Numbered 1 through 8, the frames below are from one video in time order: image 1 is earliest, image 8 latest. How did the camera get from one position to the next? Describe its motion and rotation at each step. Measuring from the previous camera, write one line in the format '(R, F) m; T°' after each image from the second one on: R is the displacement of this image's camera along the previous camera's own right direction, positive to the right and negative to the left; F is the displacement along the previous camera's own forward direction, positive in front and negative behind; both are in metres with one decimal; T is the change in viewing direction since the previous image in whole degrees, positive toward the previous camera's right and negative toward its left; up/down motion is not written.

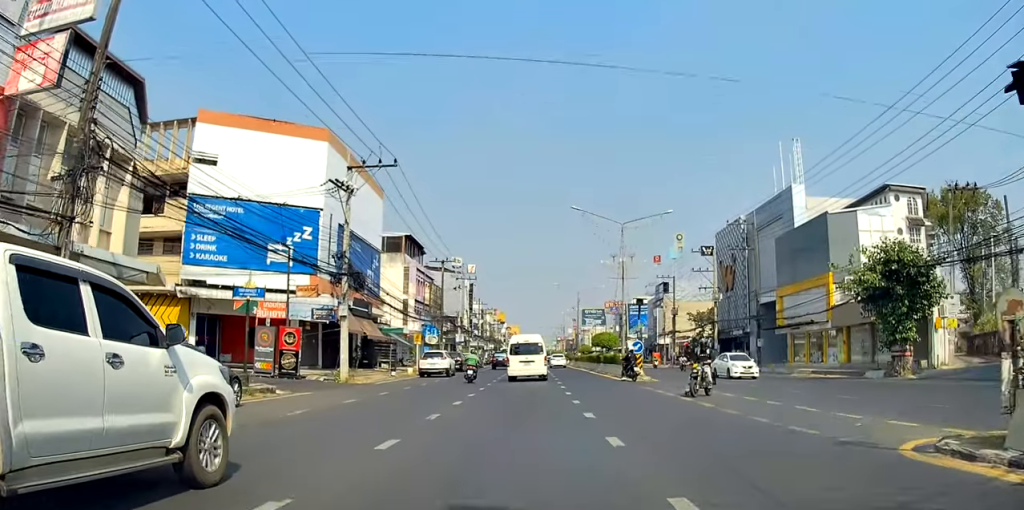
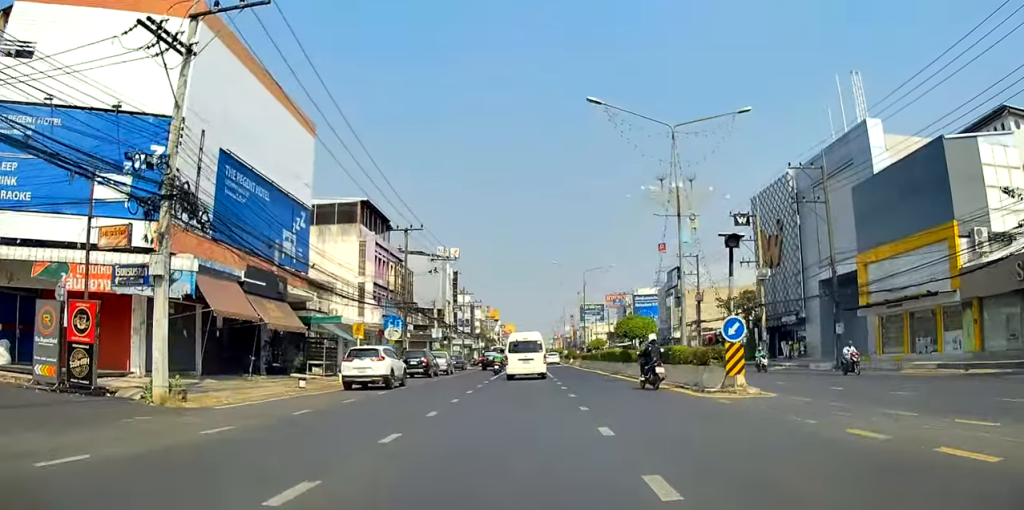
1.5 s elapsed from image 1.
(-0.3, +16.3) m; 0°
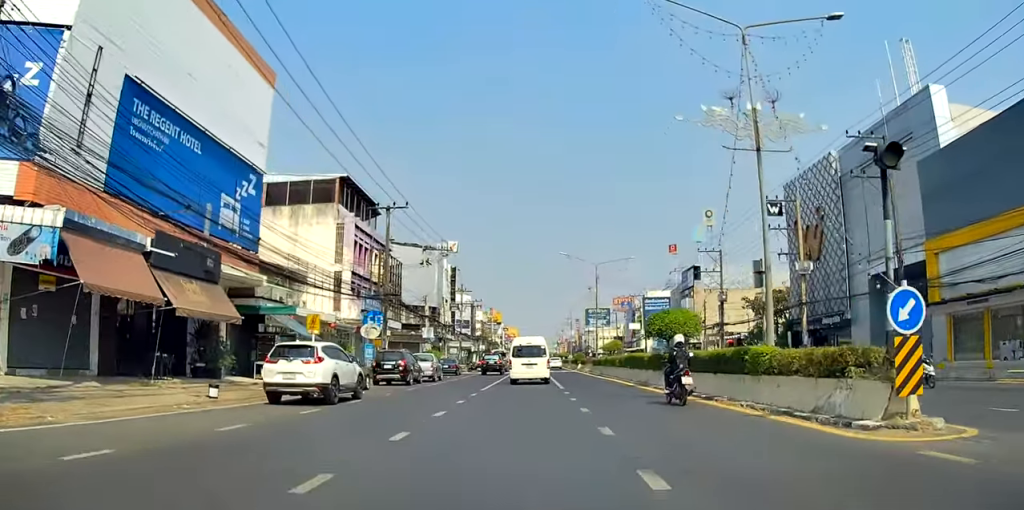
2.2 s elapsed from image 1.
(0.0, +7.4) m; 0°
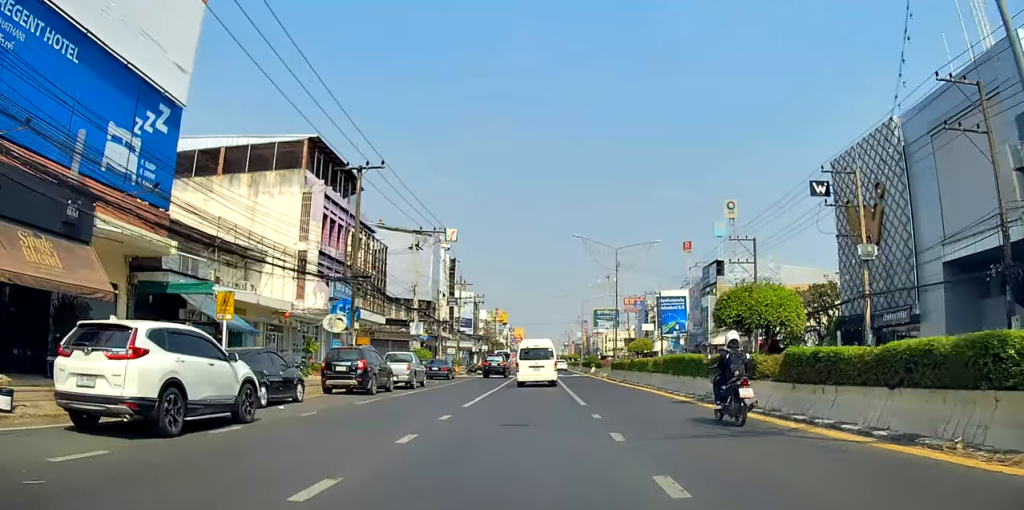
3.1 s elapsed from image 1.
(0.0, +8.5) m; 0°
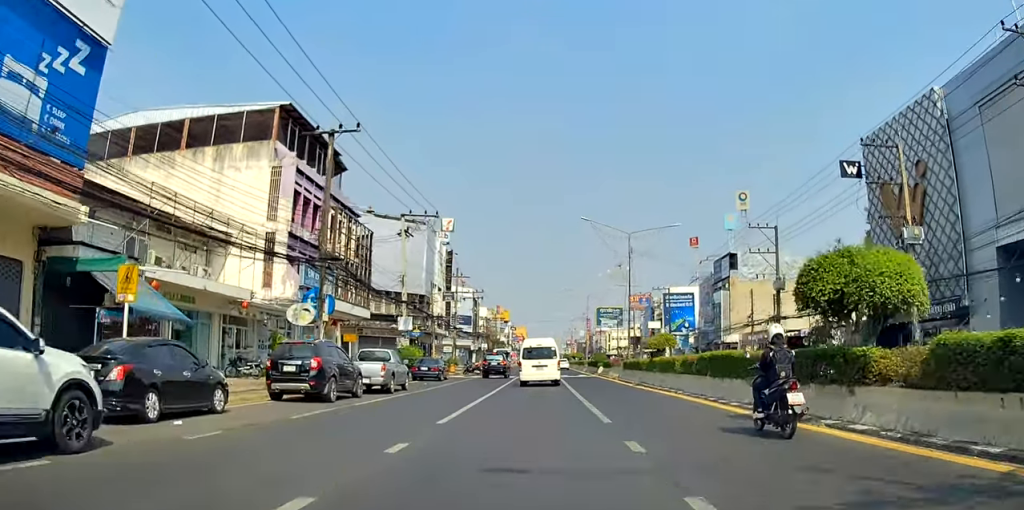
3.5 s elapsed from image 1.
(0.0, +5.1) m; 0°
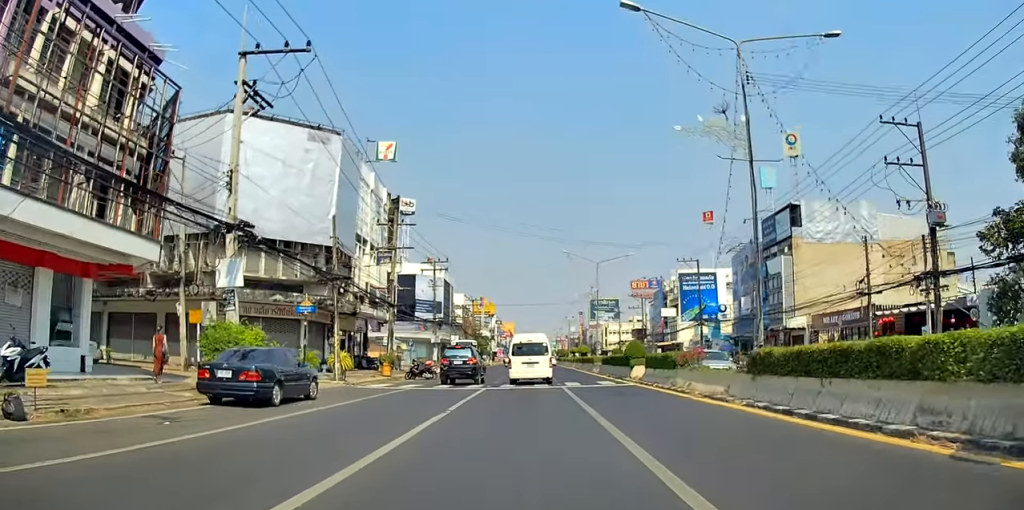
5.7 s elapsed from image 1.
(-0.4, +23.7) m; 0°
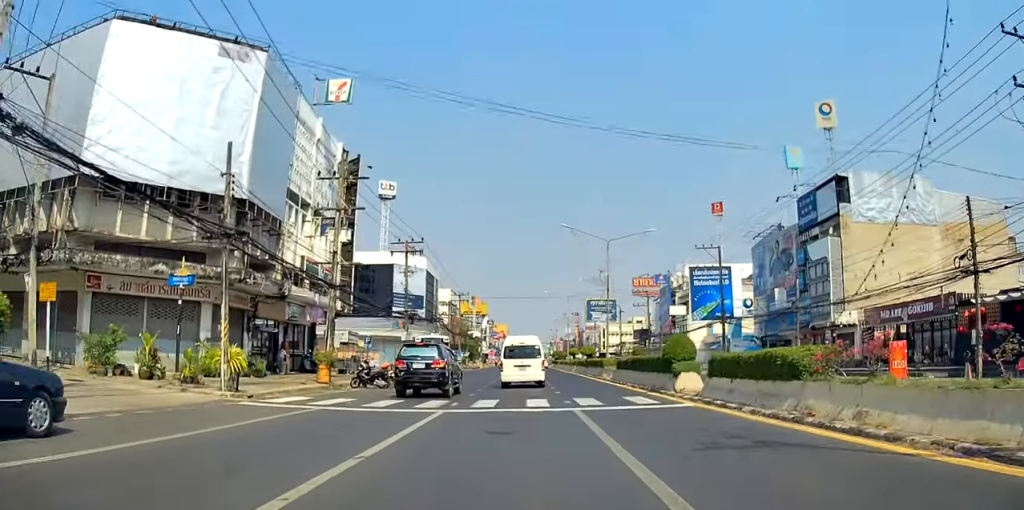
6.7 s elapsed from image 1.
(+0.2, +11.3) m; +2°
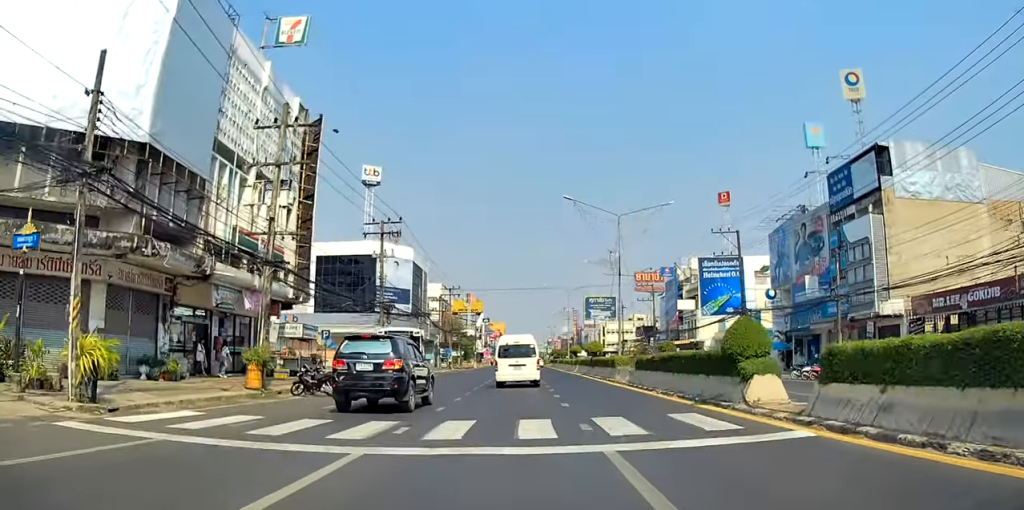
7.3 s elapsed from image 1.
(+0.1, +7.0) m; +1°
